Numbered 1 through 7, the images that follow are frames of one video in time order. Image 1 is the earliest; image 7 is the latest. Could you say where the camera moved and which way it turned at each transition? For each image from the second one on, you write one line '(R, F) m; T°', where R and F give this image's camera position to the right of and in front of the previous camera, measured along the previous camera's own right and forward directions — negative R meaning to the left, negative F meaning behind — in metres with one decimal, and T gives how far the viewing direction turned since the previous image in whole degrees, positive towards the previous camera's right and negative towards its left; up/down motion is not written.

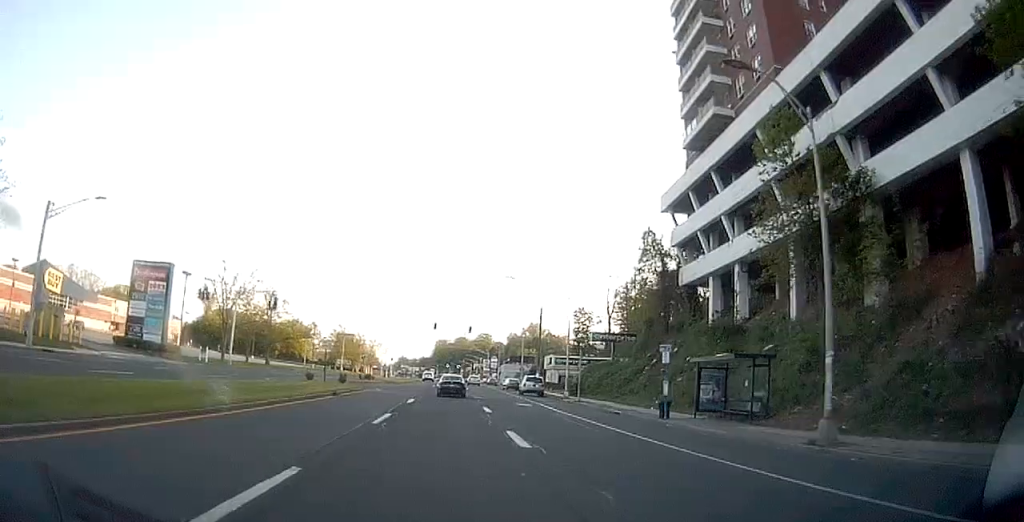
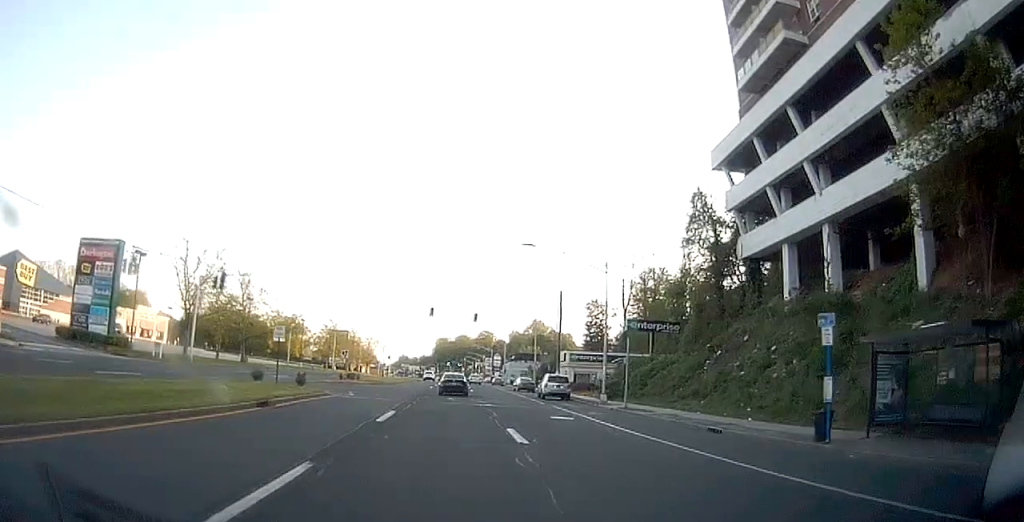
(-0.1, +11.6) m; 0°
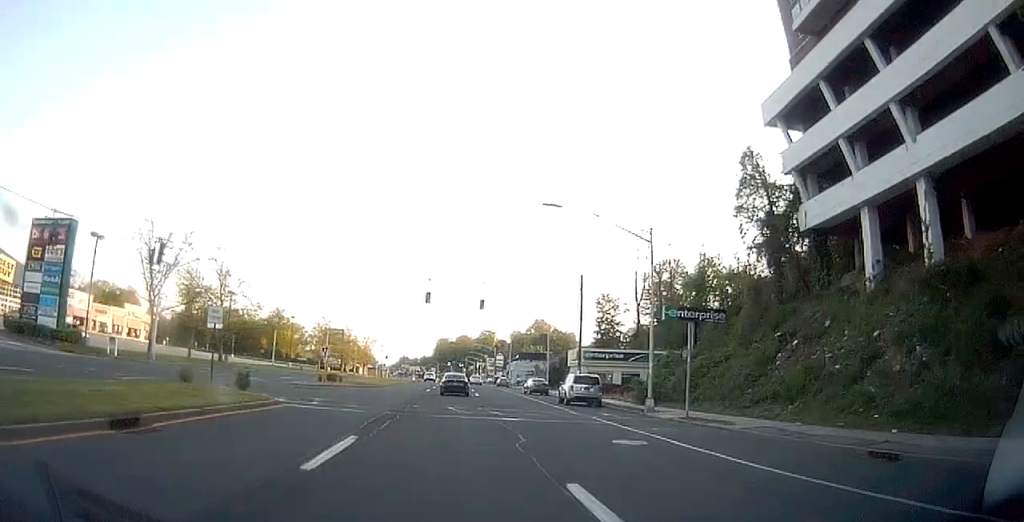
(-0.1, +8.5) m; 0°
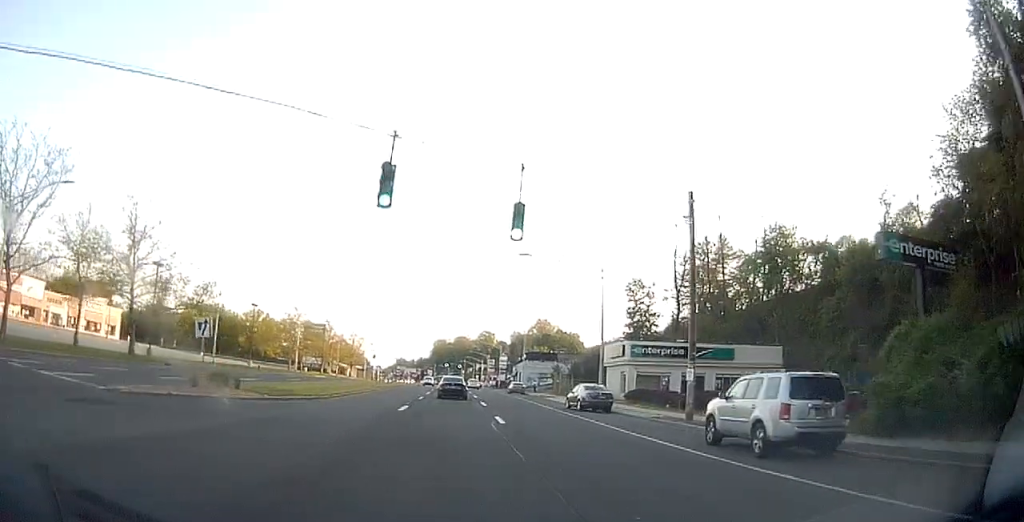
(+0.3, +21.8) m; 0°
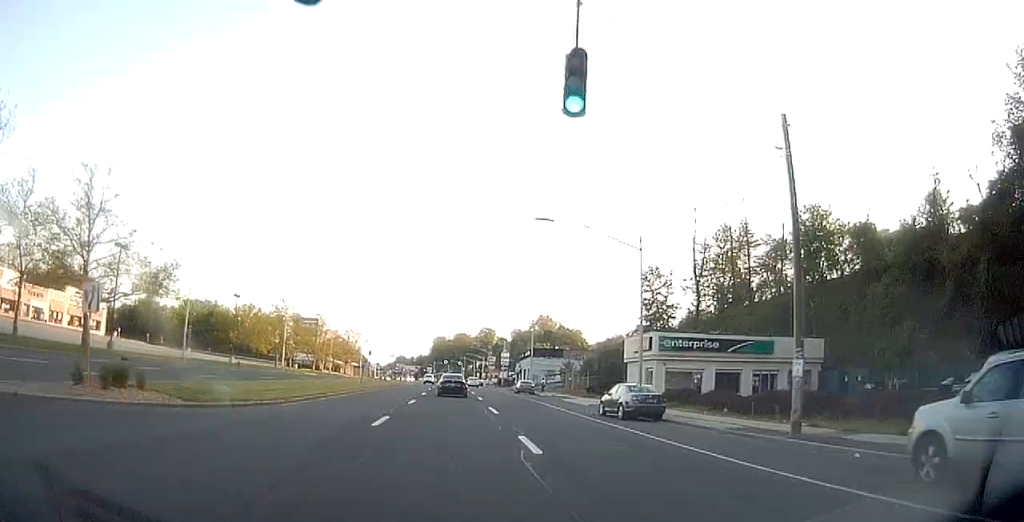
(0.0, +7.9) m; -1°
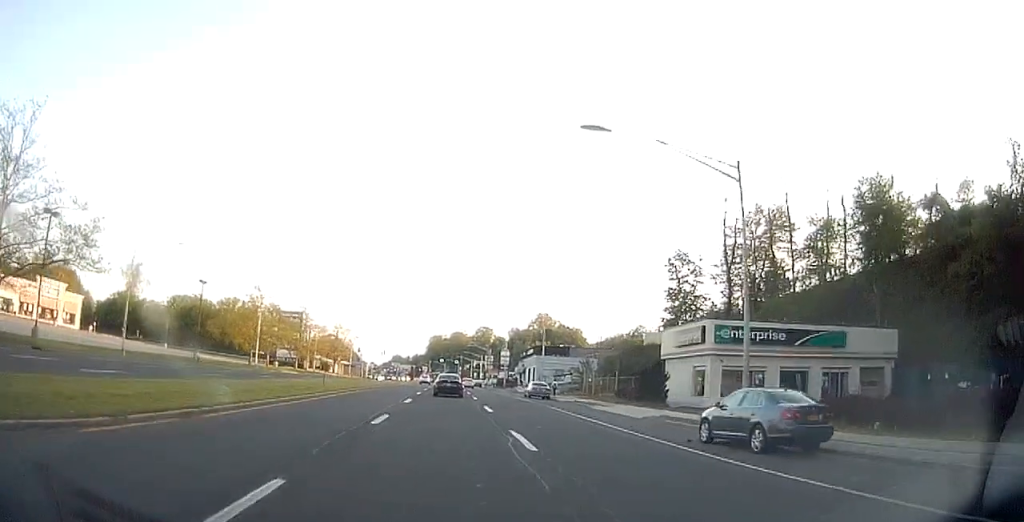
(-0.1, +11.5) m; 0°
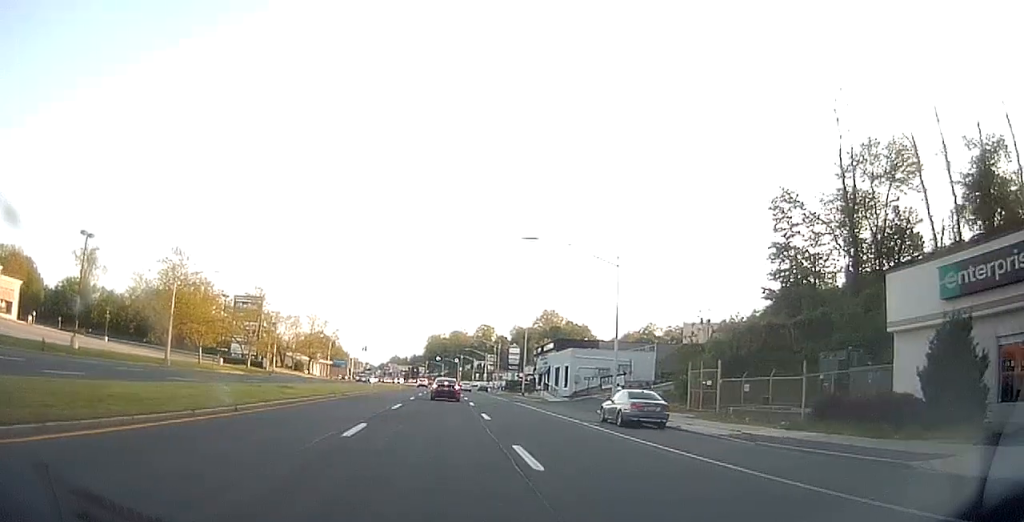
(+0.3, +26.9) m; +1°
